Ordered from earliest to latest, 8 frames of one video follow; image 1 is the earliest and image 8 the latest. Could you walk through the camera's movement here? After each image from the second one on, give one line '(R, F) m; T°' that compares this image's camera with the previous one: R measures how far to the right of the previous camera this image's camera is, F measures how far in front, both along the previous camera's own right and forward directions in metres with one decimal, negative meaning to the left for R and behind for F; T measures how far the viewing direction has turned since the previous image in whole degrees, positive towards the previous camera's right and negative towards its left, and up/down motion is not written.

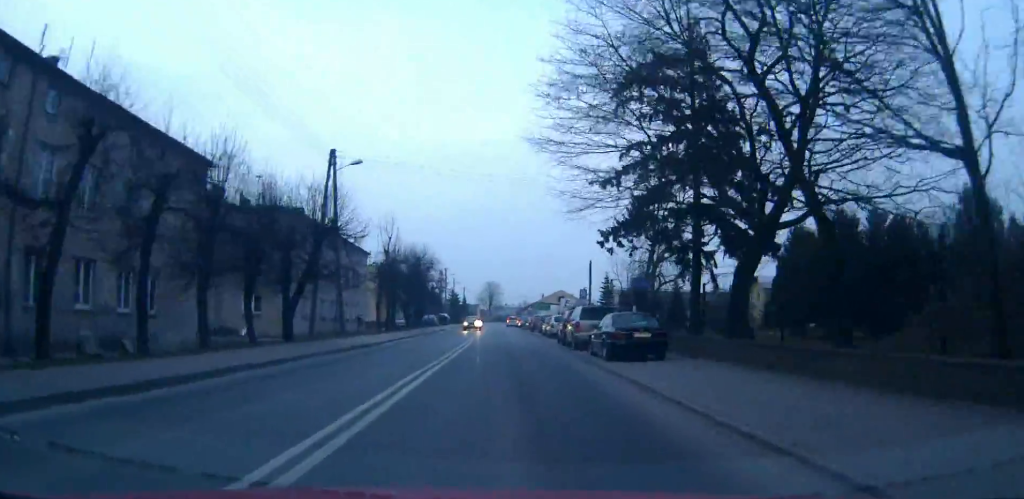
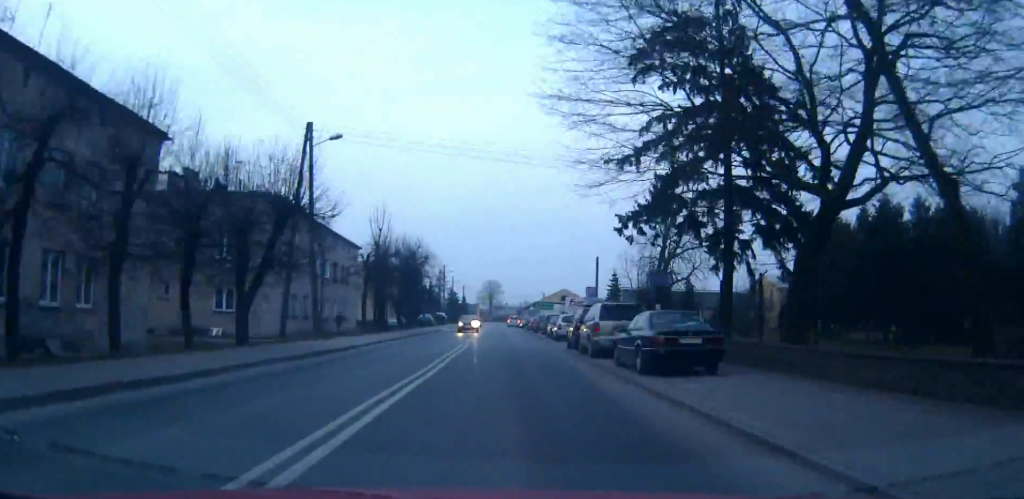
(+0.1, +5.4) m; 0°
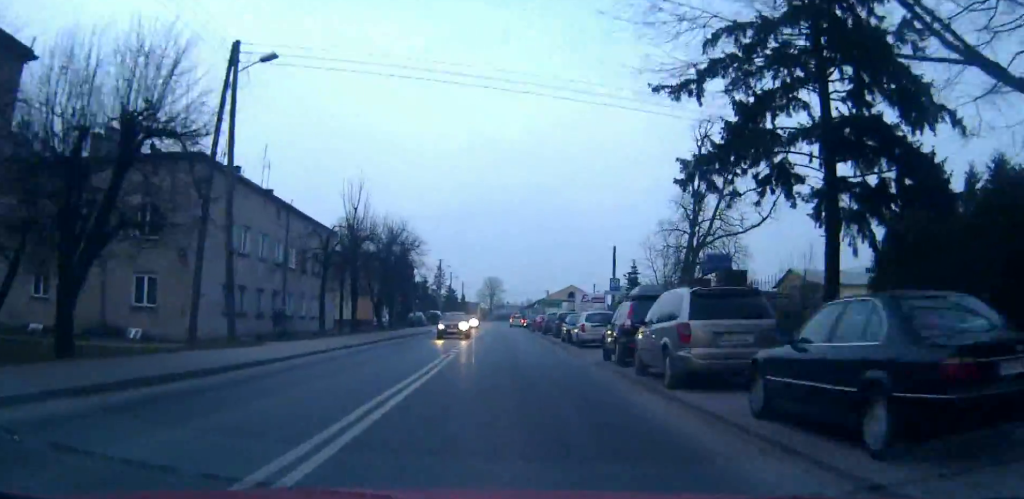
(+0.1, +10.8) m; +1°
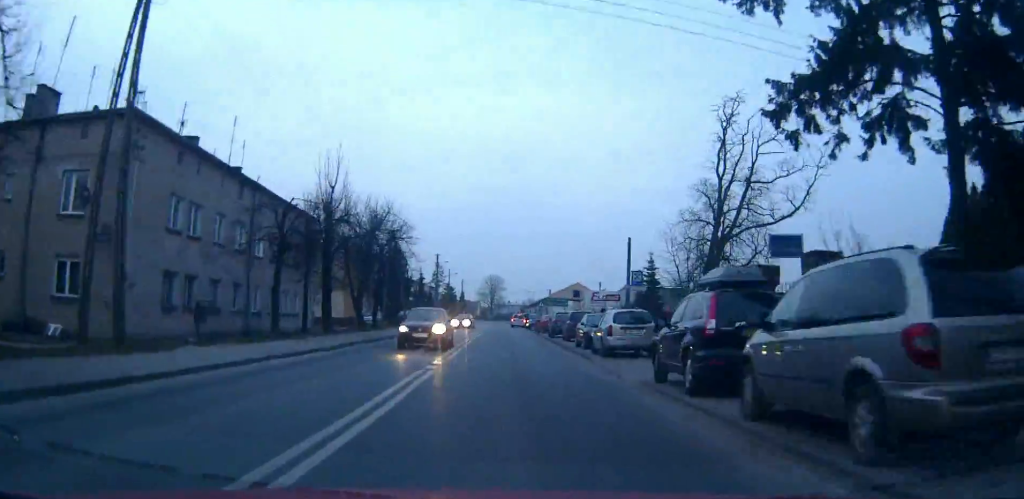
(0.0, +7.2) m; +1°
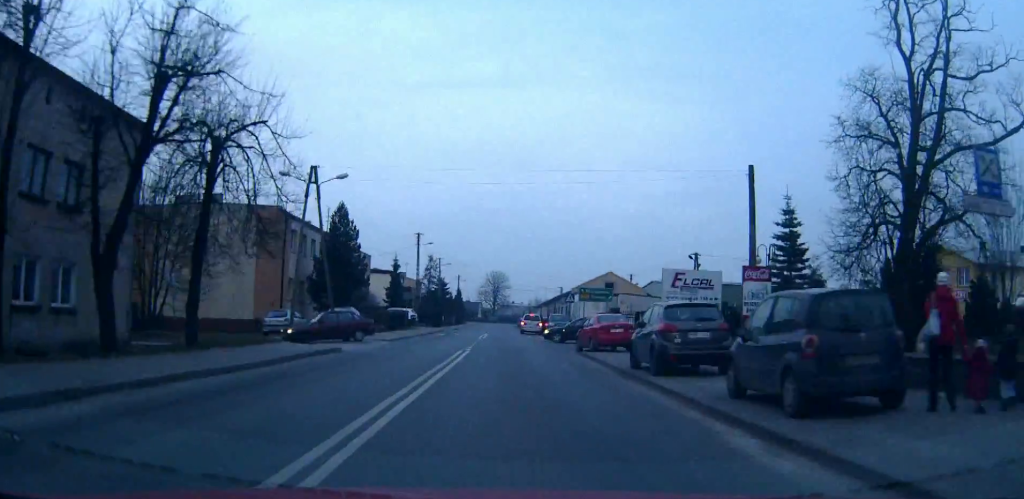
(+0.5, +29.5) m; 0°
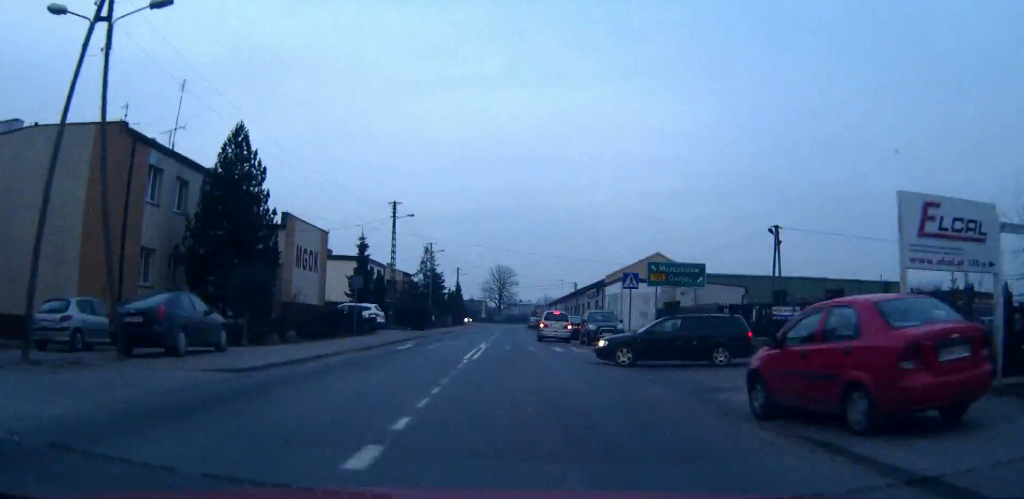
(-0.4, +21.8) m; -1°
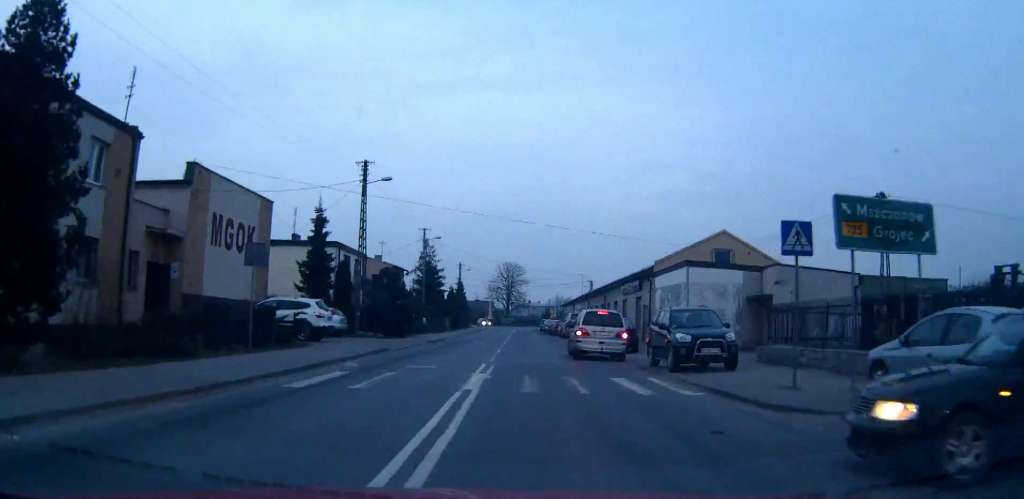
(0.0, +15.9) m; 0°
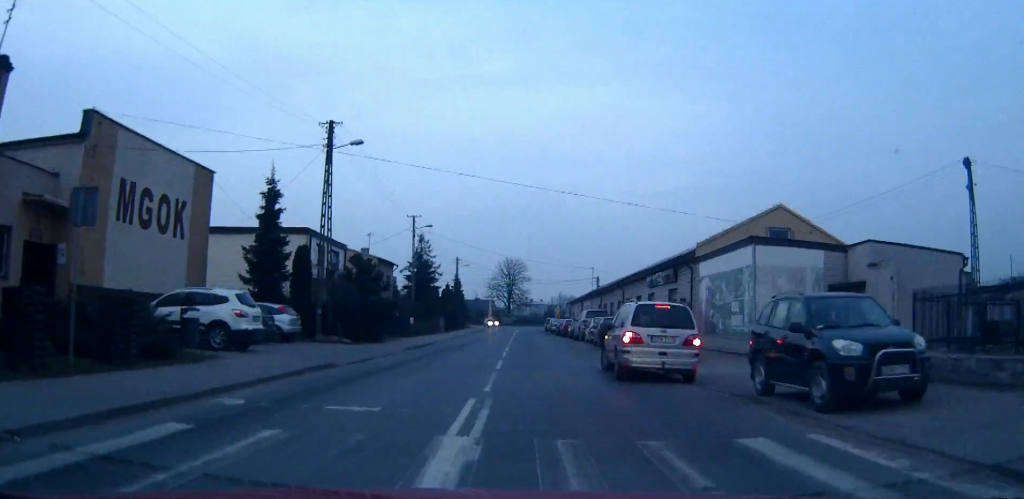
(0.0, +9.0) m; 0°
